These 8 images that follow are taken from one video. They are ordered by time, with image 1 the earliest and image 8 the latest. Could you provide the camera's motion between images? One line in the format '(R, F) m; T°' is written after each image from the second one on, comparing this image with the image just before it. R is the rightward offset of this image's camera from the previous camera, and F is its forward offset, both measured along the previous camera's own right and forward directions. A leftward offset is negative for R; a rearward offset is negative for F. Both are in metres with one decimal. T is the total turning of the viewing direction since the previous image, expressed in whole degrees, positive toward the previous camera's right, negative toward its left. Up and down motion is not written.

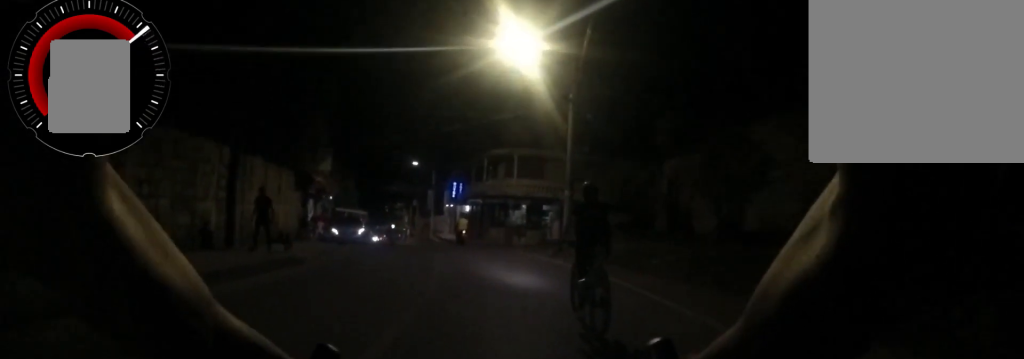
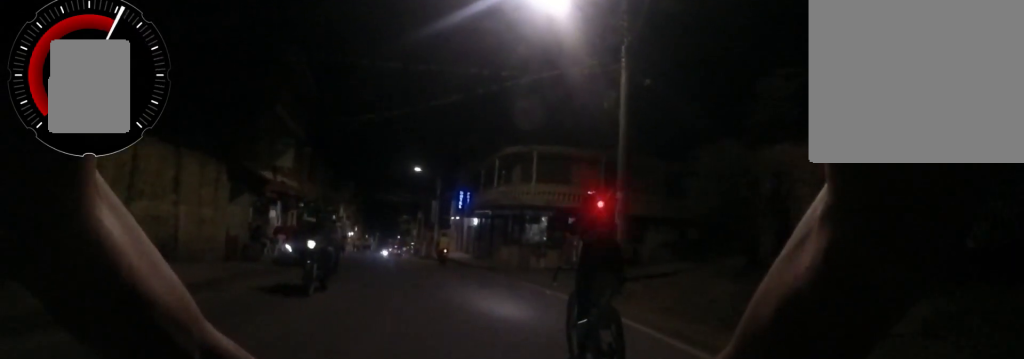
(0.0, +6.1) m; -10°
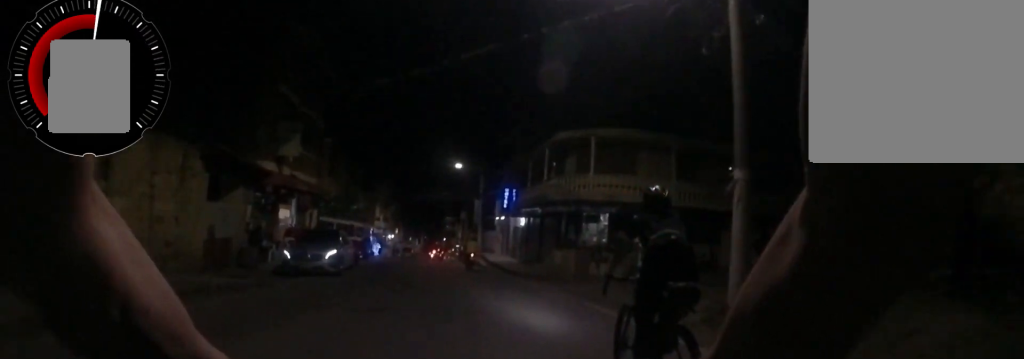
(-0.5, +3.0) m; -30°
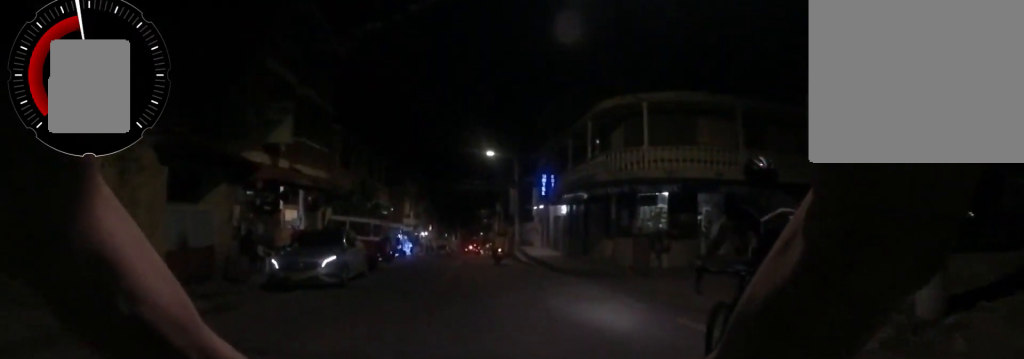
(-0.3, +2.5) m; -29°
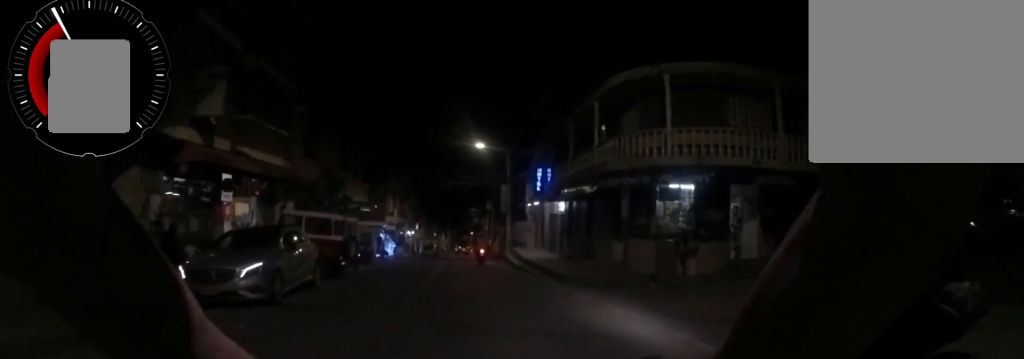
(-1.5, +3.7) m; -13°
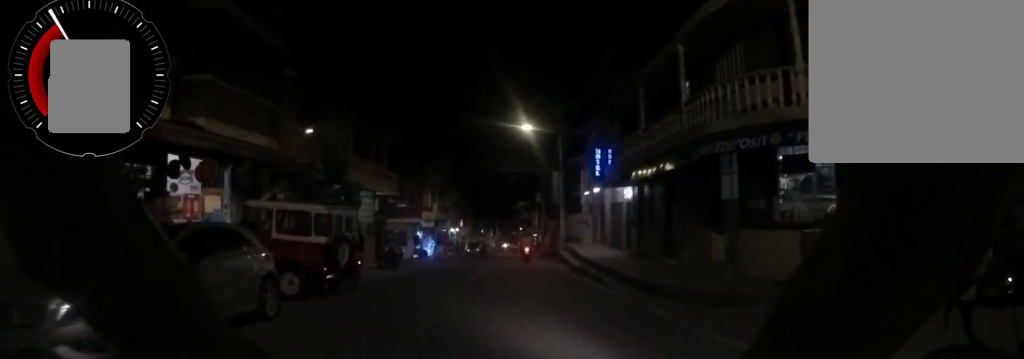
(0.0, +4.9) m; +22°
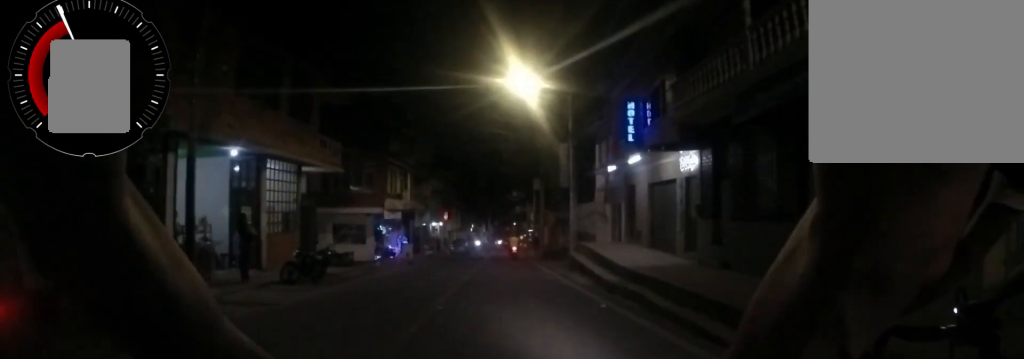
(+2.4, +8.7) m; +8°
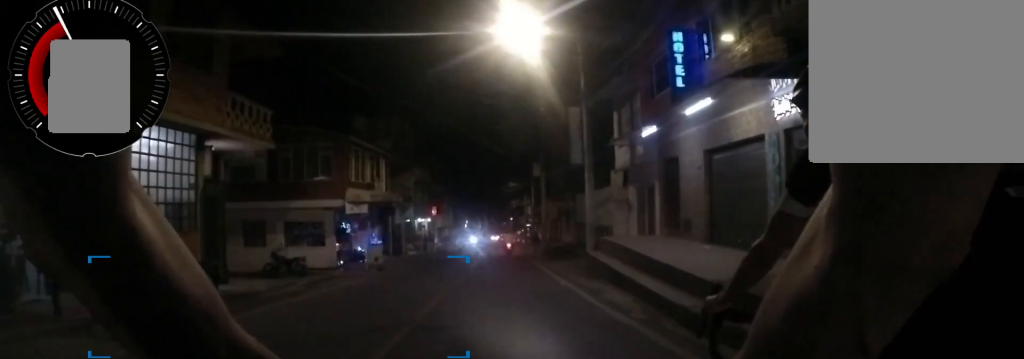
(-0.6, +5.8) m; -1°
